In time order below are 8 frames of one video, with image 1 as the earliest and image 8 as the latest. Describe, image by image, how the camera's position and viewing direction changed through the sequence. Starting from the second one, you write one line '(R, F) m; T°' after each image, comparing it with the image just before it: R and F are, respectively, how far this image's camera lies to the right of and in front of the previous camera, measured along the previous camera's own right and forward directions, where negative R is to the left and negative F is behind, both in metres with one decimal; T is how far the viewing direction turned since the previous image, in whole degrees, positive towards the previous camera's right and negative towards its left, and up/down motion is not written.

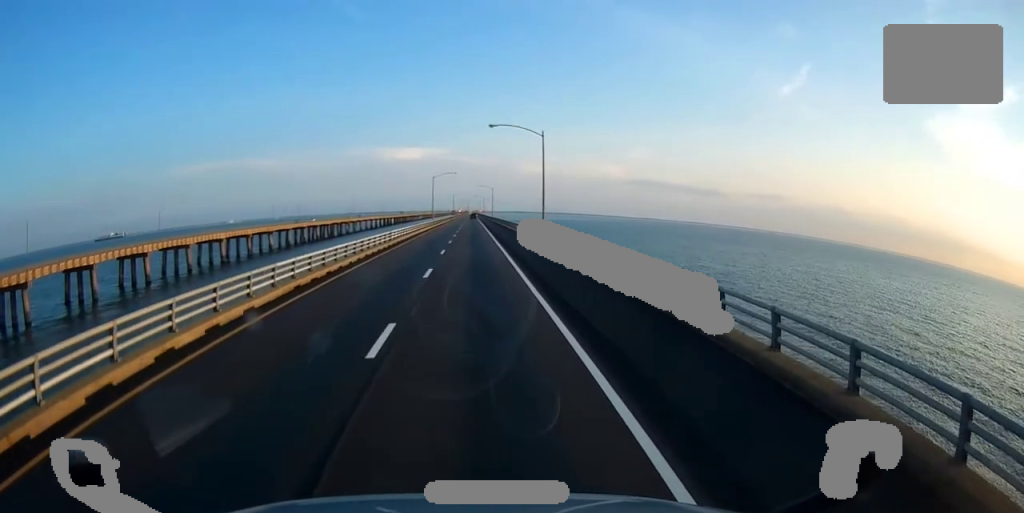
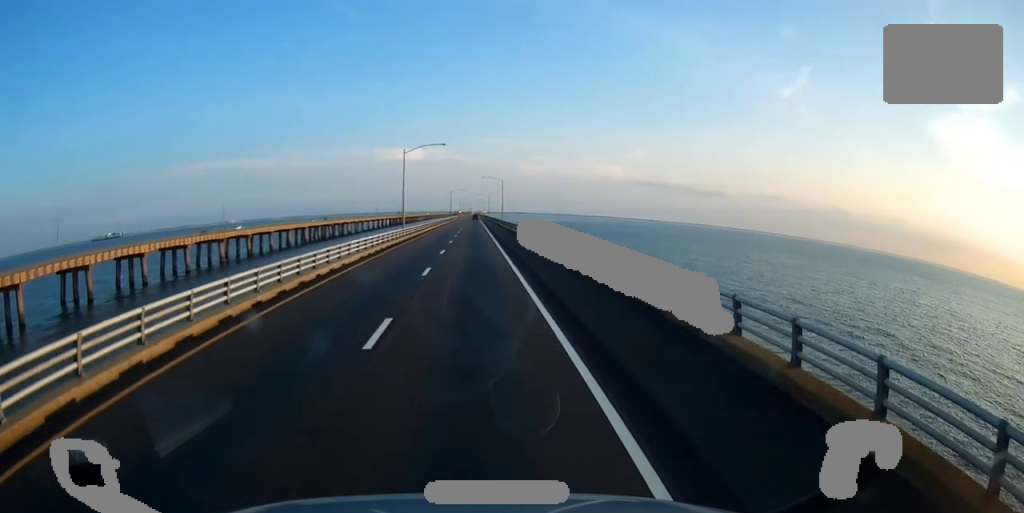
(0.0, +47.6) m; 0°
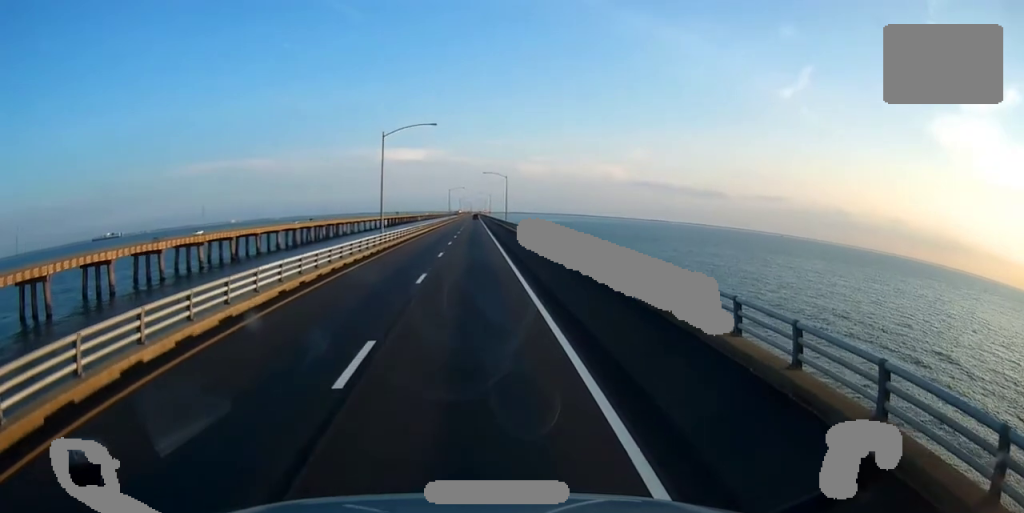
(-0.1, +14.3) m; 0°
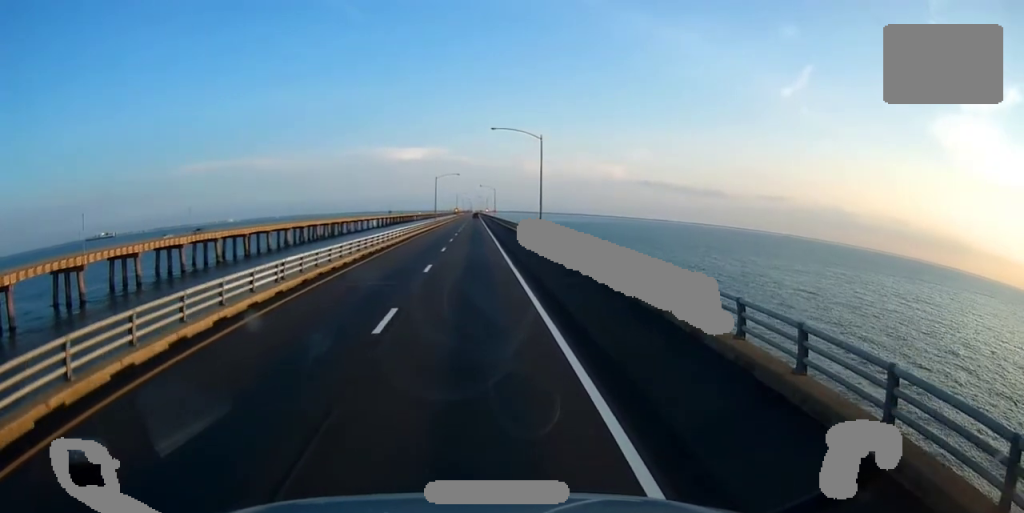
(-0.1, +56.9) m; -1°
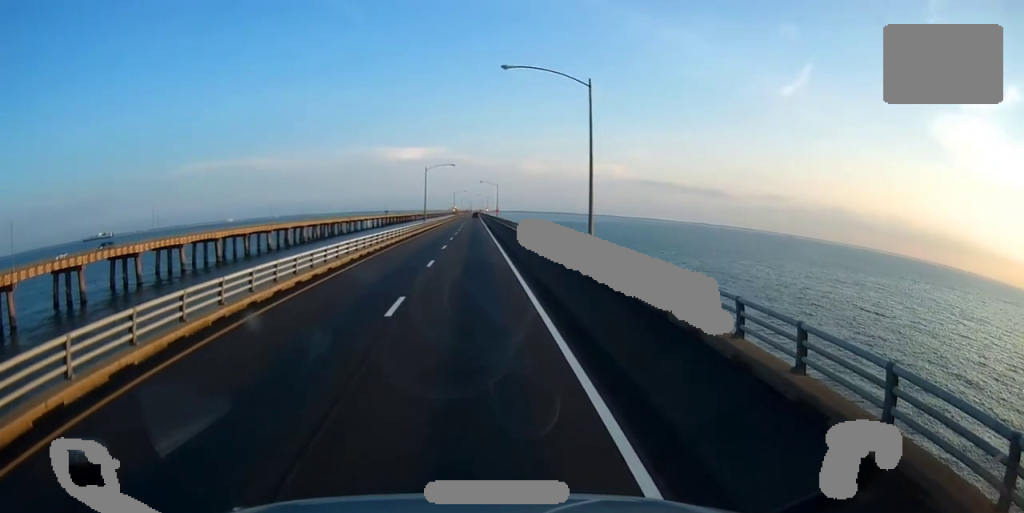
(-0.2, +22.2) m; +1°
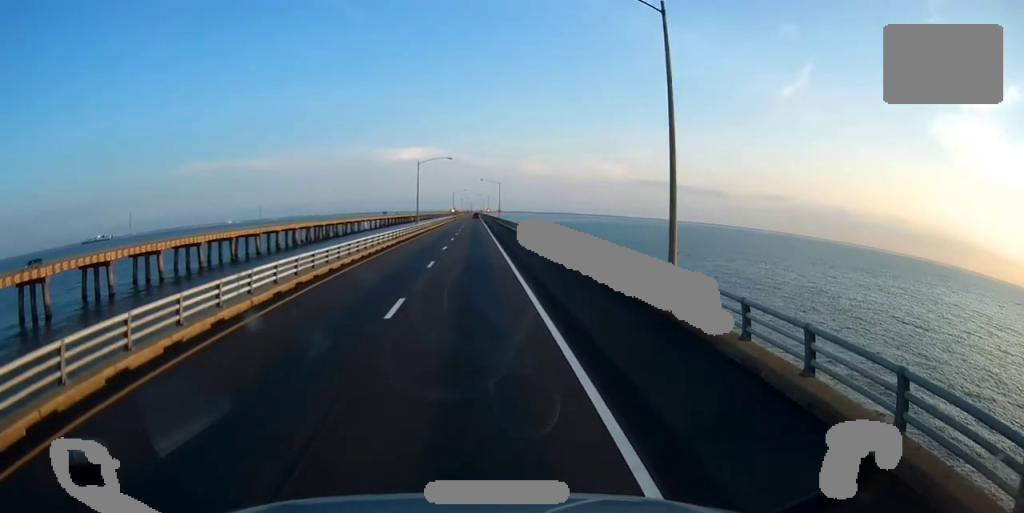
(+0.1, +12.2) m; 0°
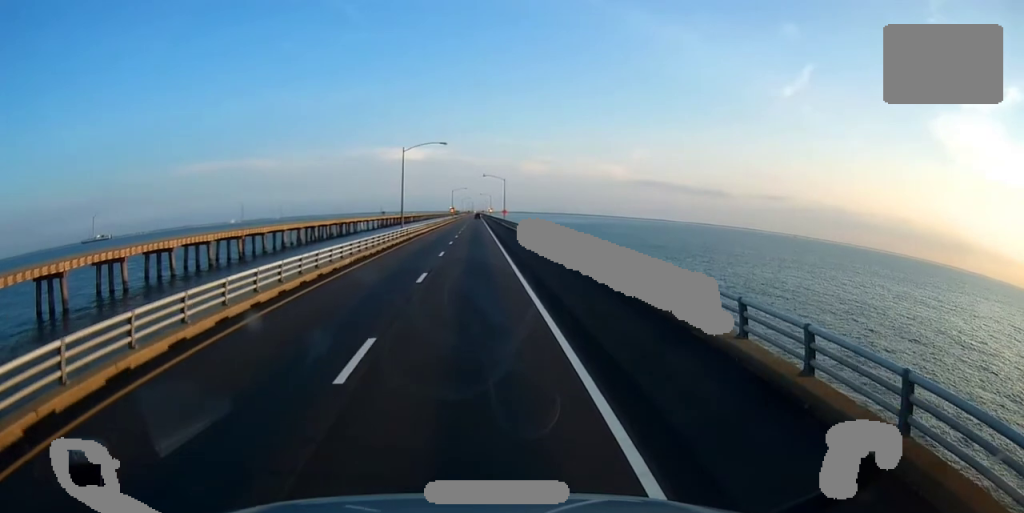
(+0.4, +17.3) m; 0°
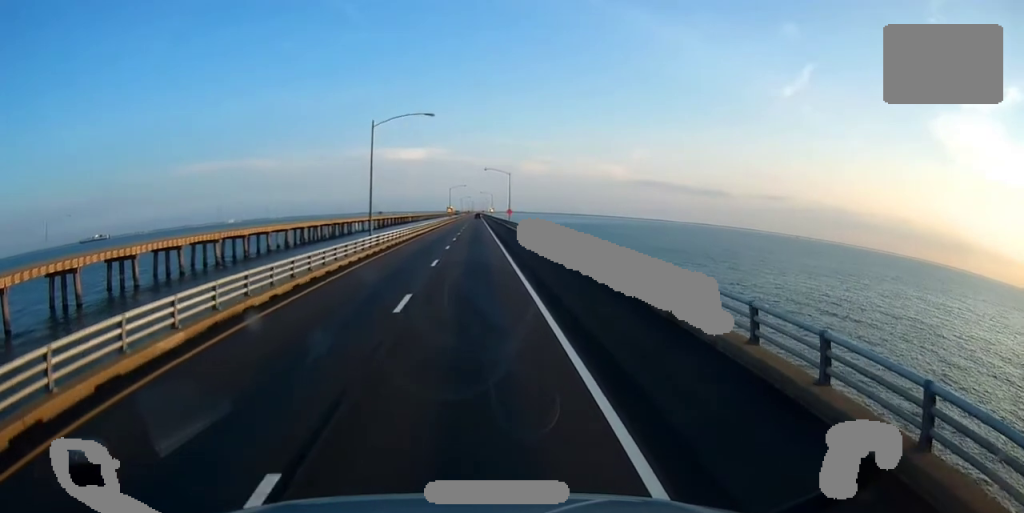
(-0.3, +18.4) m; 0°
